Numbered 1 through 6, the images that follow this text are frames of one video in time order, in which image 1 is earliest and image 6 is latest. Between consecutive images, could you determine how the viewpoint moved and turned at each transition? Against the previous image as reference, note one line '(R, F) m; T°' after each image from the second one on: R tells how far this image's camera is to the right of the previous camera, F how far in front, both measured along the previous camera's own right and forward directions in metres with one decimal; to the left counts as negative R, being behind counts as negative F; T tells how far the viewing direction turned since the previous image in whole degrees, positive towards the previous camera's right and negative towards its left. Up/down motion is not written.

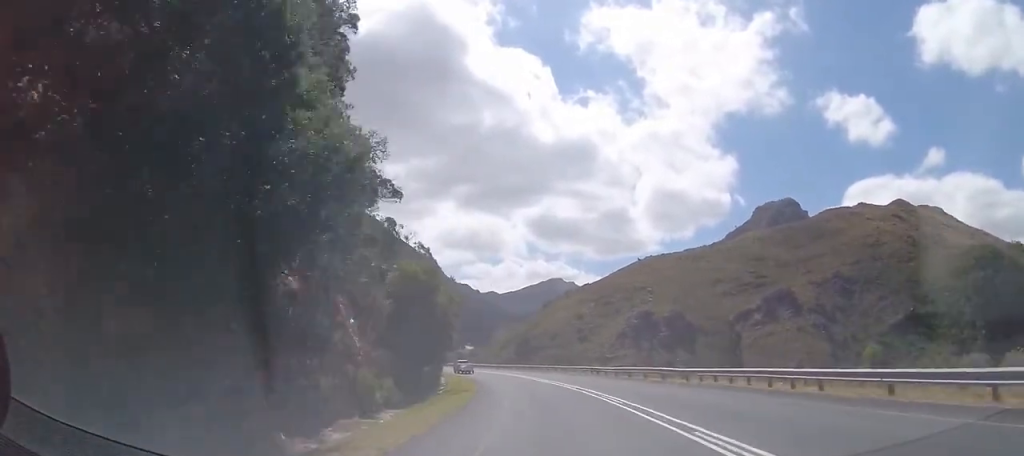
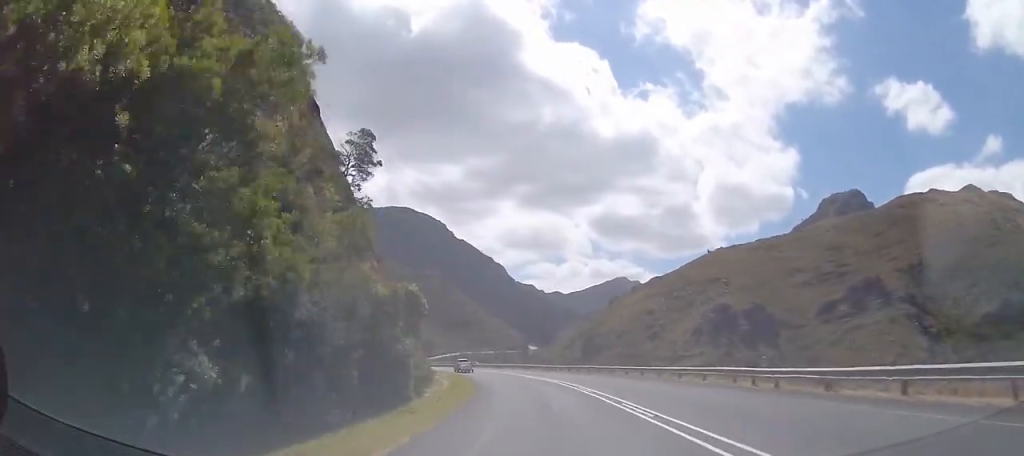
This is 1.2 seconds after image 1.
(-1.2, +29.2) m; -5°
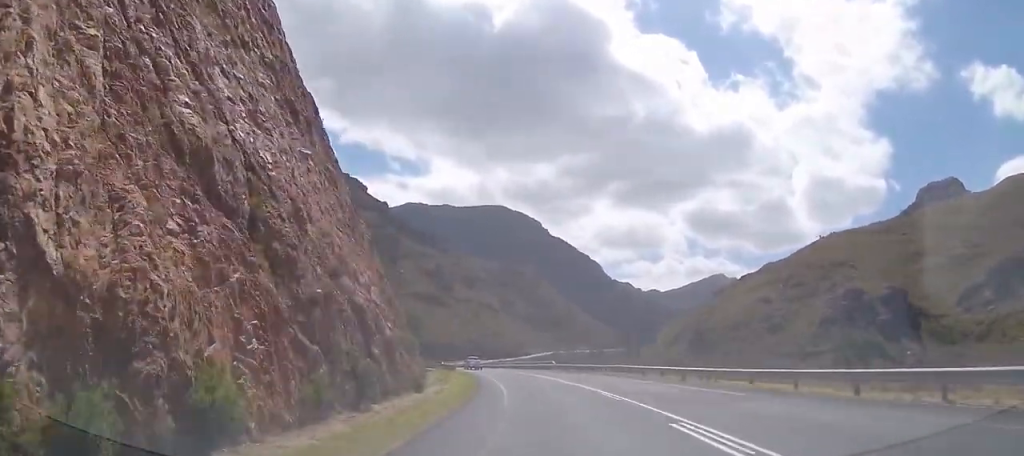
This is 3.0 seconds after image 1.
(-2.7, +42.9) m; -10°
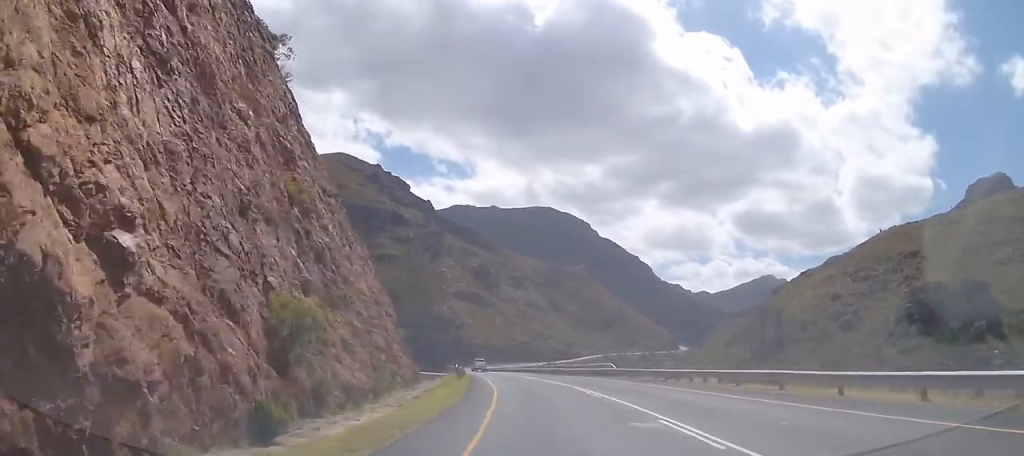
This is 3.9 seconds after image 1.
(-1.7, +23.0) m; -8°
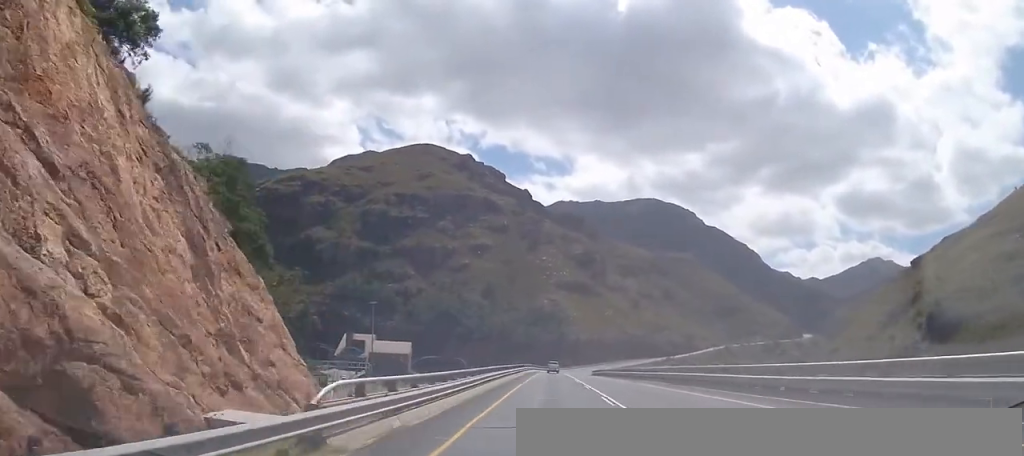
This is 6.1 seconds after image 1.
(-4.3, +50.6) m; -9°
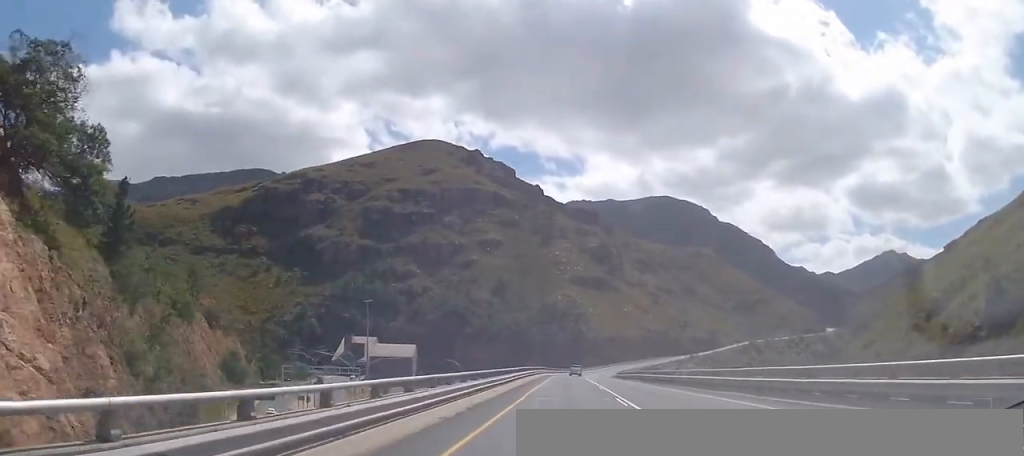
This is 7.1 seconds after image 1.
(-1.3, +23.1) m; -4°
